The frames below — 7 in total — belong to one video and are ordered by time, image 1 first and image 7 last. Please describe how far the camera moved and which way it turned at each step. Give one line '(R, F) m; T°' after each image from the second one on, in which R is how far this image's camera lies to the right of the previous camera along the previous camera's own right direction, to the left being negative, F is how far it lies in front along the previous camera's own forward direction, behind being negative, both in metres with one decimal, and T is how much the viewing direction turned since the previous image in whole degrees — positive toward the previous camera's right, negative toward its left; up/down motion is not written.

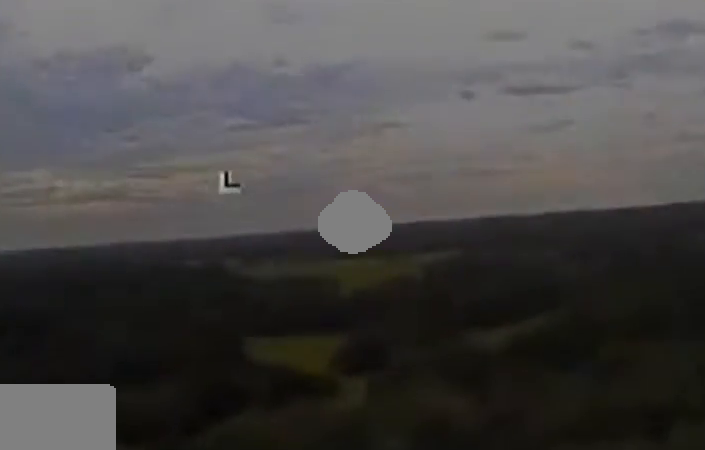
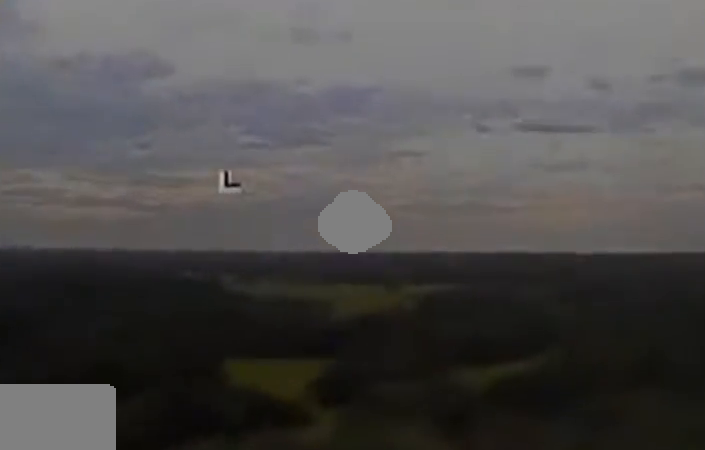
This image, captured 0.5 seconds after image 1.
(0.0, +10.1) m; -1°
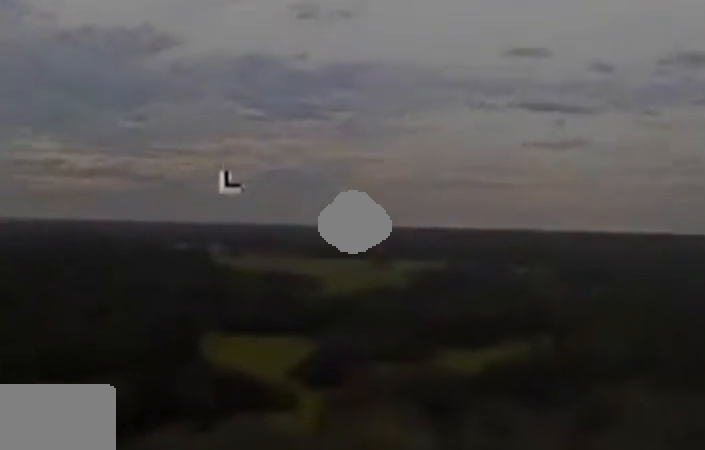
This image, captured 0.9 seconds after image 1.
(0.0, +10.4) m; -2°
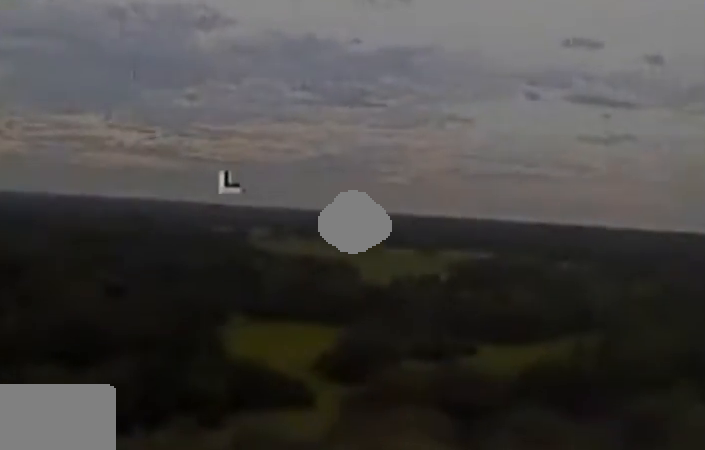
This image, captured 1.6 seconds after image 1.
(-0.4, +13.8) m; -1°
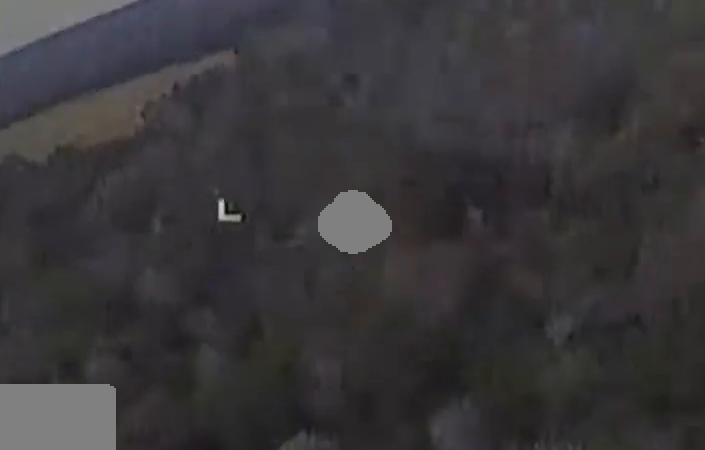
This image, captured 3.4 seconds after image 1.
(+1.4, +35.9) m; +8°
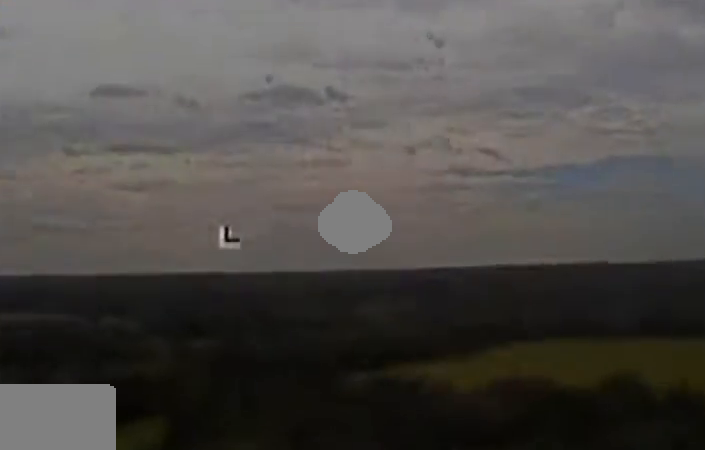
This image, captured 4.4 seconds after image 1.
(+1.3, +21.1) m; +5°
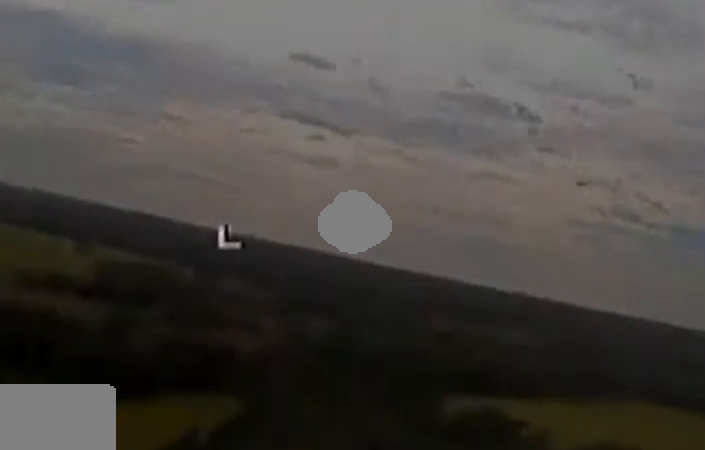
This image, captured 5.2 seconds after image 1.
(+0.8, +15.4) m; -2°
